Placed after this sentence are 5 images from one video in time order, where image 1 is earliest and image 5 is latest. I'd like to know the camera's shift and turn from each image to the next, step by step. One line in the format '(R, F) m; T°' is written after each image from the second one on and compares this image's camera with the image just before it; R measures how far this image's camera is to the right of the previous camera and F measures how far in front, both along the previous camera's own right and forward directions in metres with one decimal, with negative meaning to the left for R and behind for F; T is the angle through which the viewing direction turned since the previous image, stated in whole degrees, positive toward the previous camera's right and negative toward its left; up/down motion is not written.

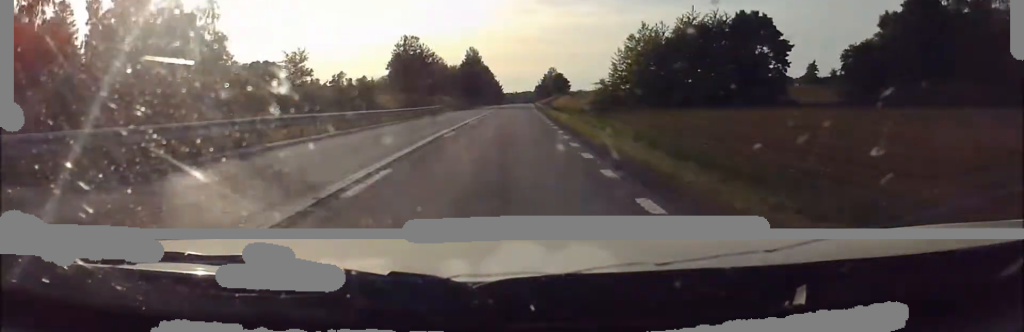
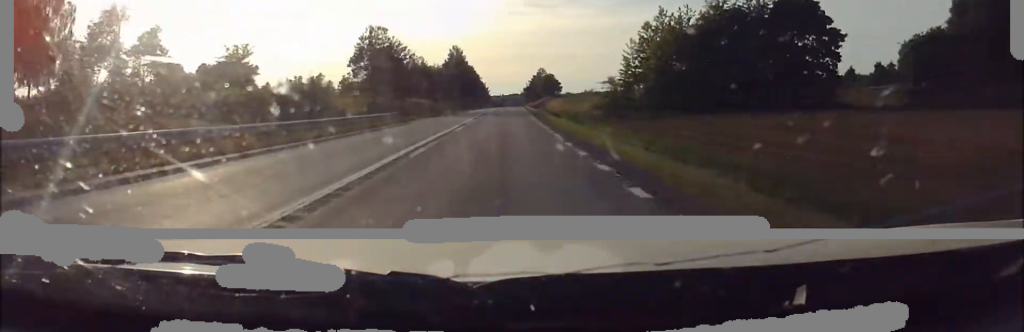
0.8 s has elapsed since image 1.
(+0.1, +16.8) m; 0°
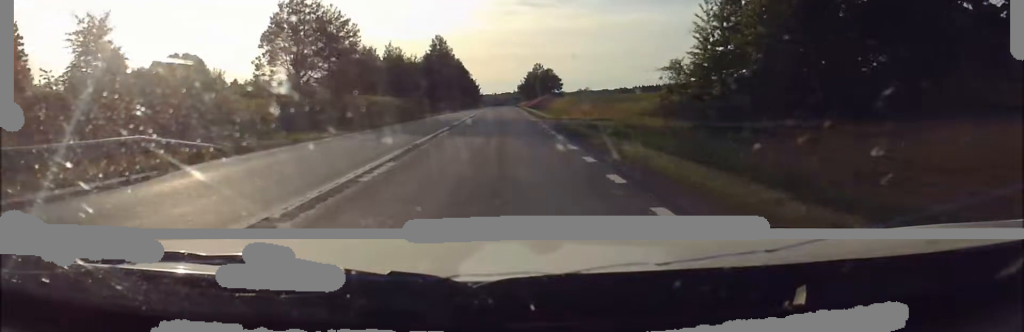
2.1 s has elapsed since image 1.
(+0.1, +28.5) m; +1°
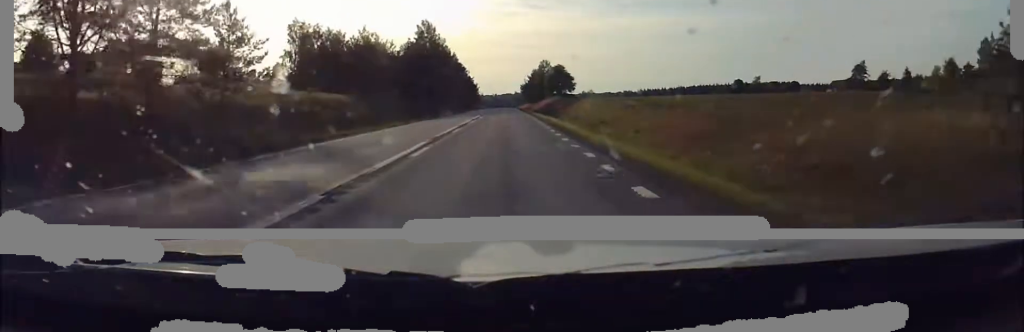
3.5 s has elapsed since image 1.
(+0.2, +30.8) m; +1°
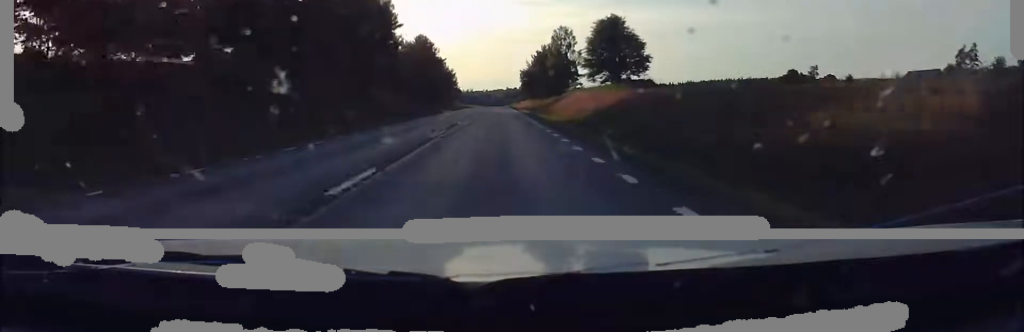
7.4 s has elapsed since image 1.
(+1.3, +88.5) m; +1°
